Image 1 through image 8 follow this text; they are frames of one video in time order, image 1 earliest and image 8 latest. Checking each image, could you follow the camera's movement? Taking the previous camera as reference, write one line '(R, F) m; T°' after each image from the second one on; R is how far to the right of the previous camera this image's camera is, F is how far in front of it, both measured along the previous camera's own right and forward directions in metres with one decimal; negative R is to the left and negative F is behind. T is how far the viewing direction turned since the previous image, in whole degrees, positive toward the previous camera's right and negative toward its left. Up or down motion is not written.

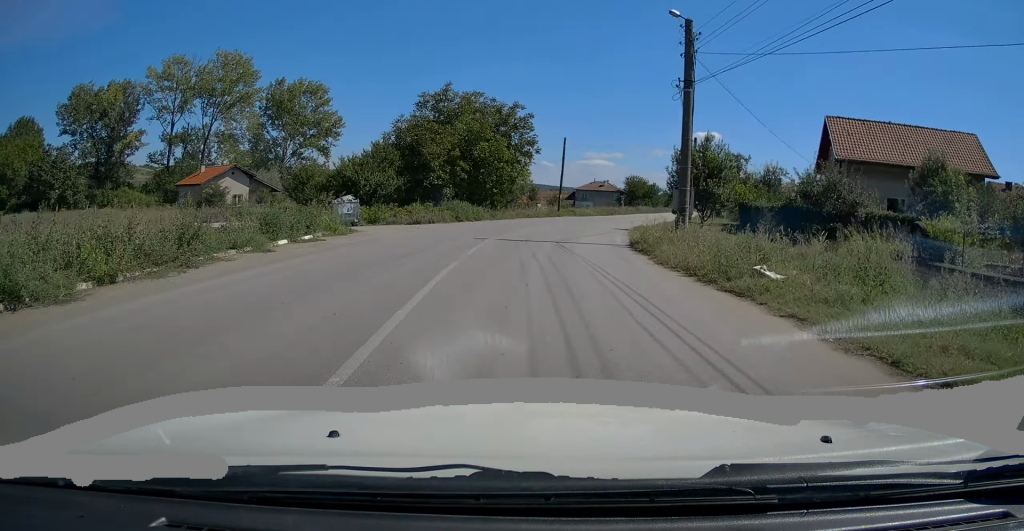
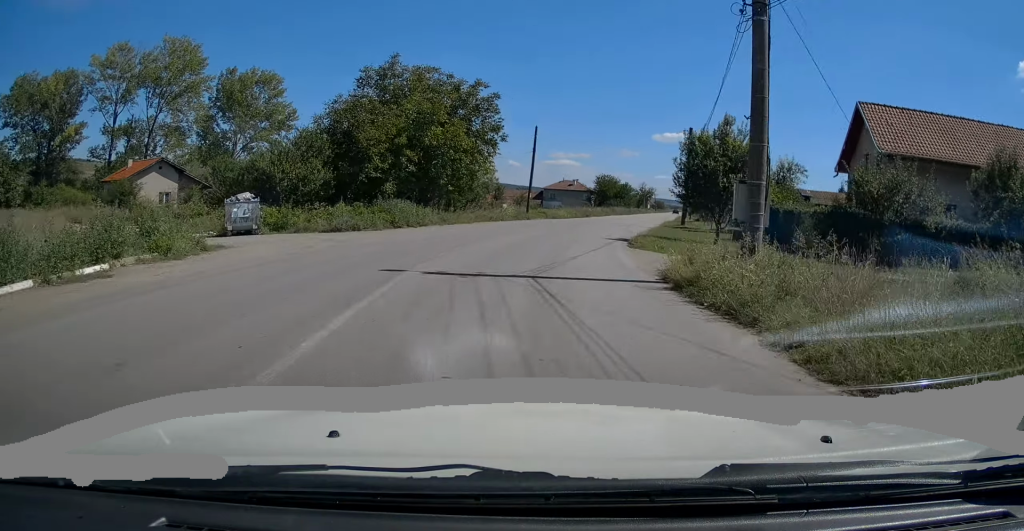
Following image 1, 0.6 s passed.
(+0.3, +8.1) m; +3°
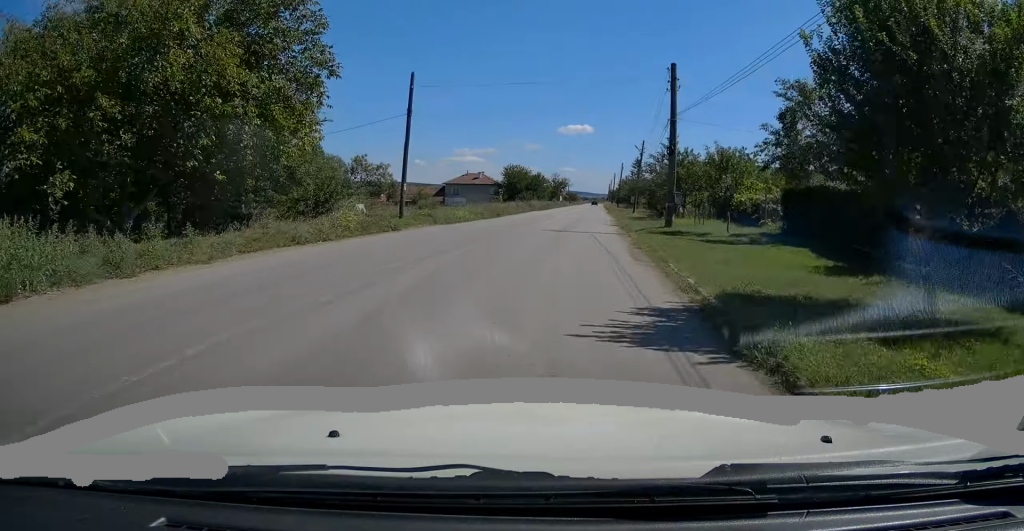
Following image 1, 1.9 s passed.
(+0.9, +18.5) m; +6°
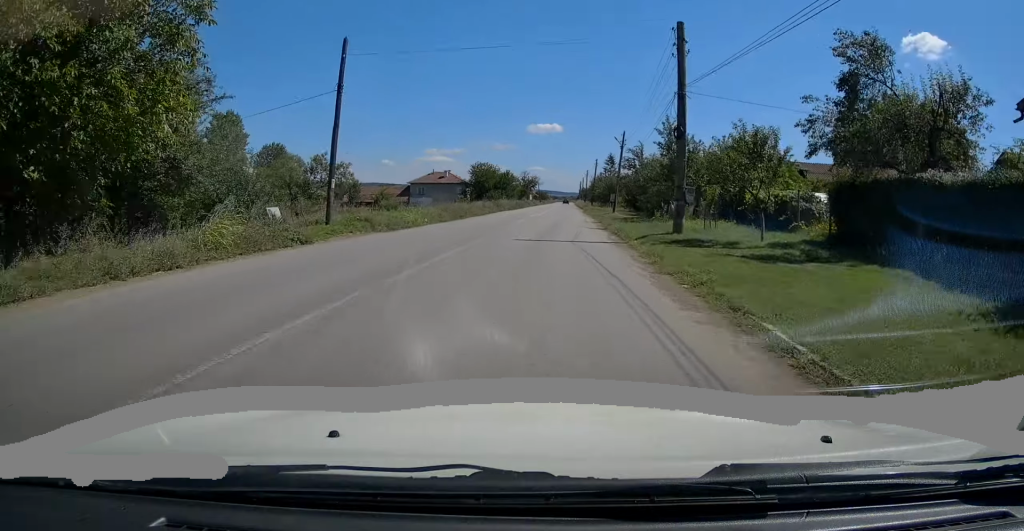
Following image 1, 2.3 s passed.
(+0.2, +6.2) m; +2°
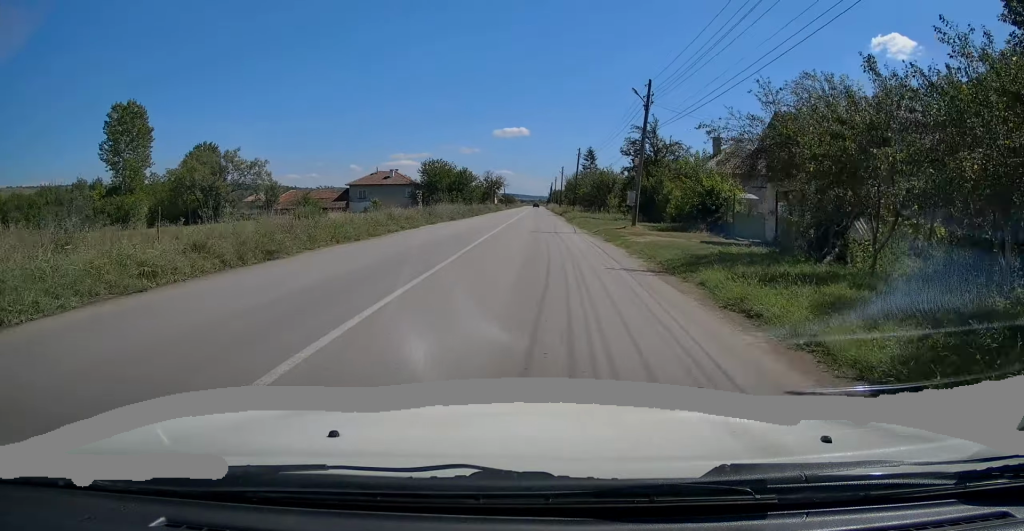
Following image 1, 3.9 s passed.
(+1.2, +23.6) m; +6°
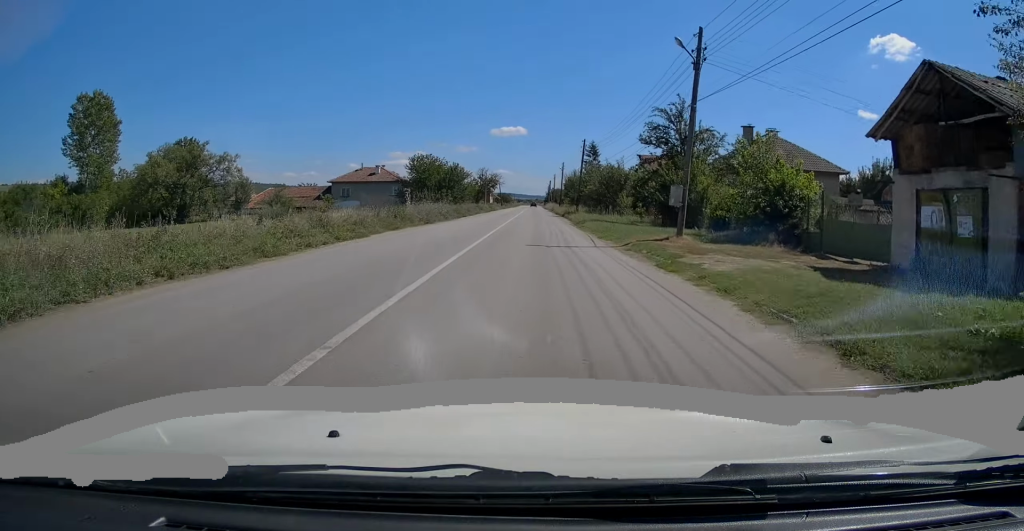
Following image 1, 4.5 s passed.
(+0.2, +9.0) m; +1°
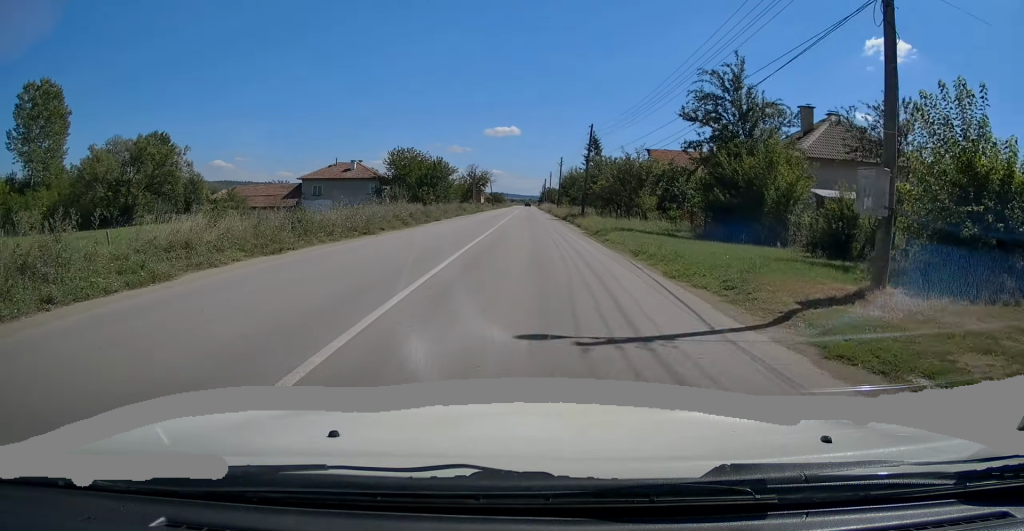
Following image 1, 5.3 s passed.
(+0.2, +11.6) m; 0°
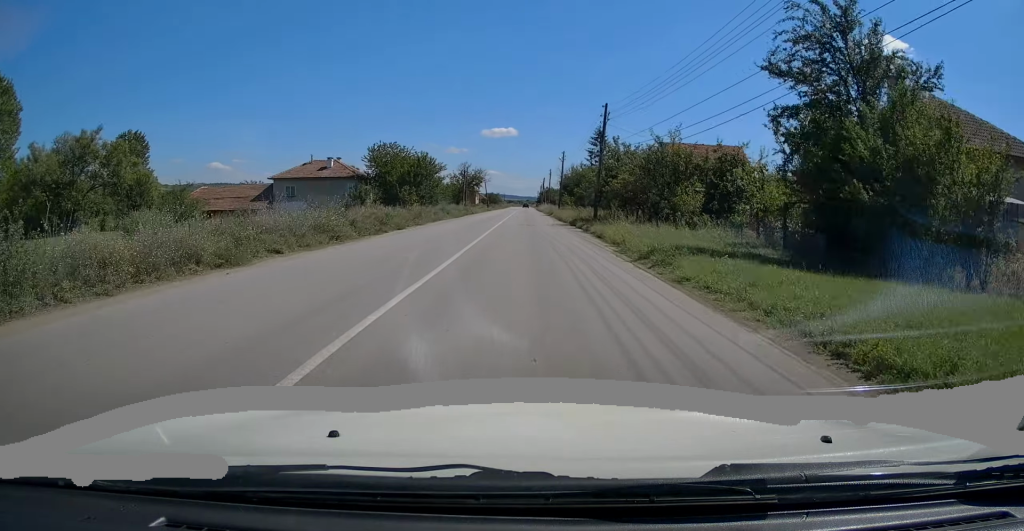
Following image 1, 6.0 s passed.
(-0.1, +10.3) m; 0°
